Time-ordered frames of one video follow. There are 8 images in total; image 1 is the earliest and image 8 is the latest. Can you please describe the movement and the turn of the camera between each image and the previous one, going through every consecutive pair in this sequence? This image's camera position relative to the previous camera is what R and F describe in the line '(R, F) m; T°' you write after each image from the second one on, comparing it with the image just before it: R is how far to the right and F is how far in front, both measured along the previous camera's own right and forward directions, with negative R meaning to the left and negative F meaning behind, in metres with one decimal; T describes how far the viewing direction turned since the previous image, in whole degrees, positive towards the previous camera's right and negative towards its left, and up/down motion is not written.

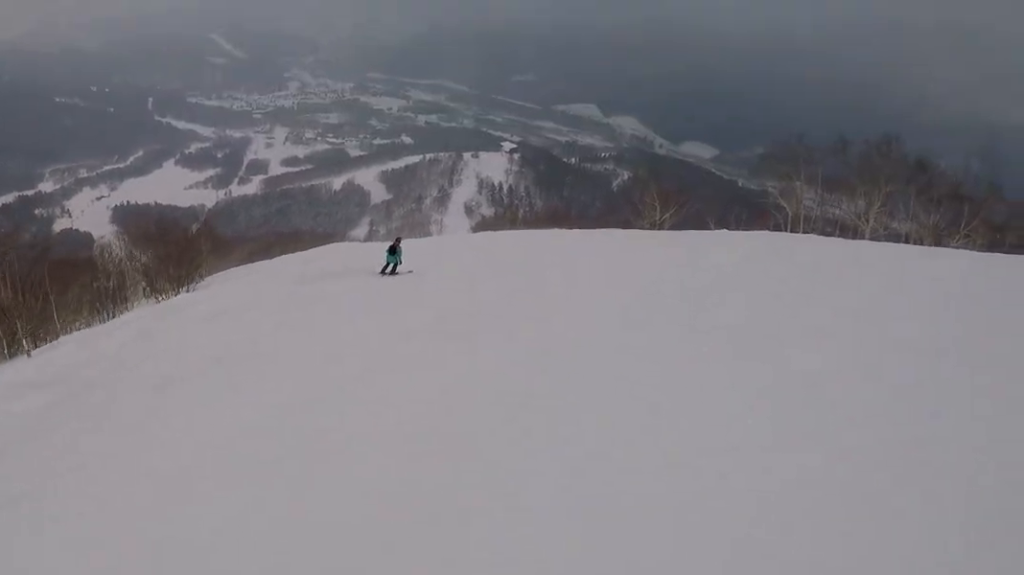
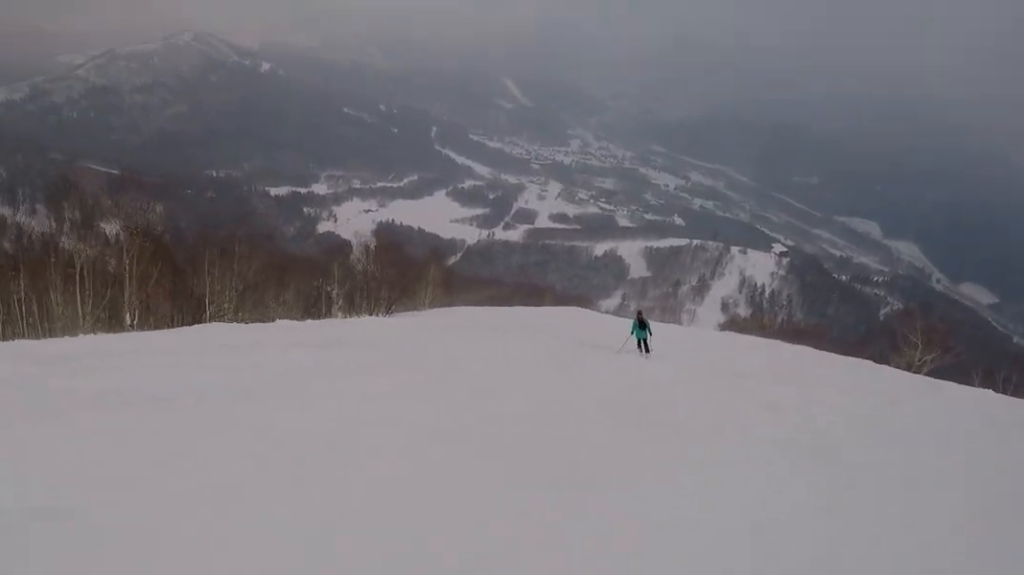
(-0.1, +3.8) m; -12°
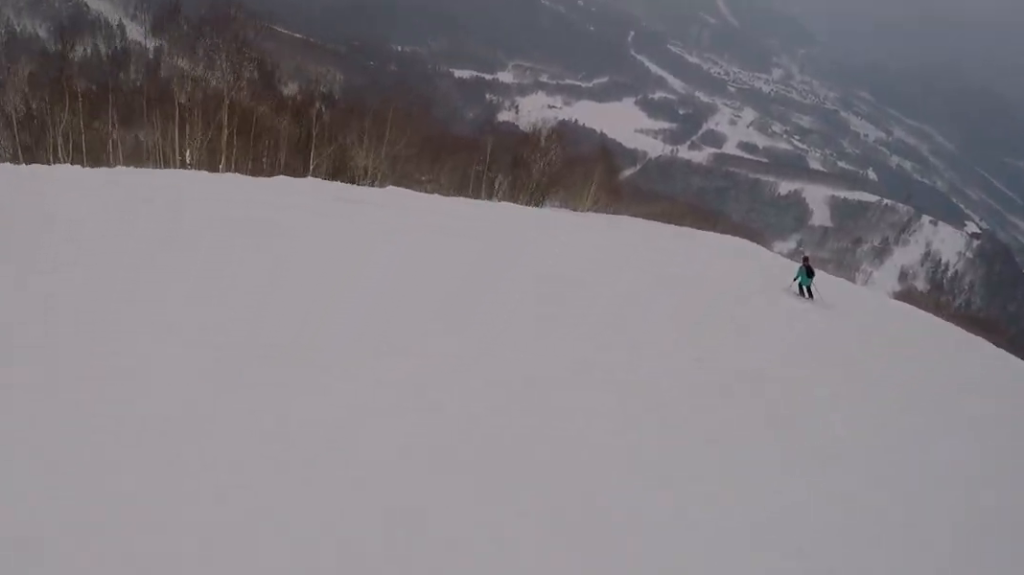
(-0.1, +2.7) m; -12°
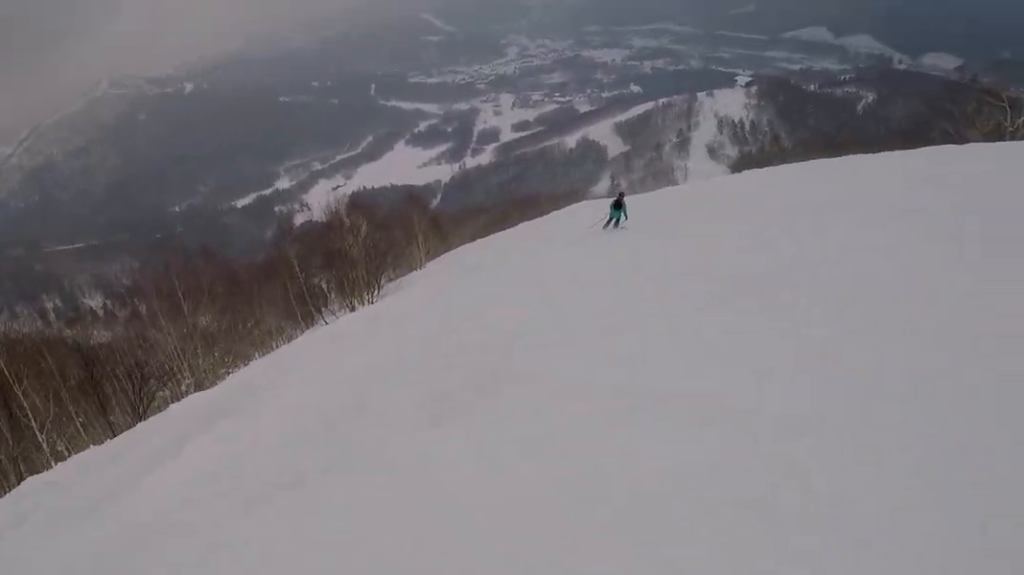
(-0.1, +6.9) m; +22°
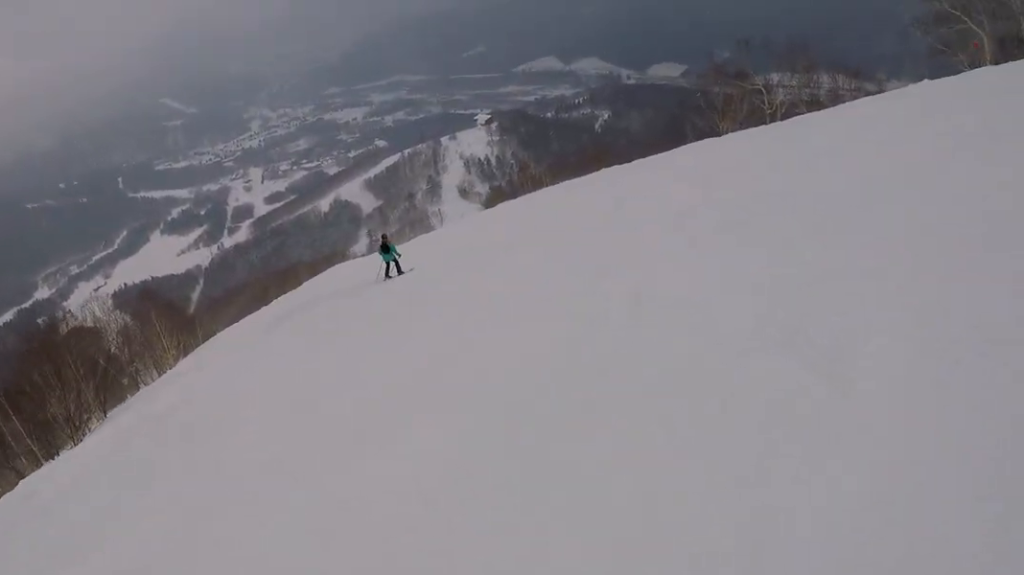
(+1.5, +4.6) m; +9°
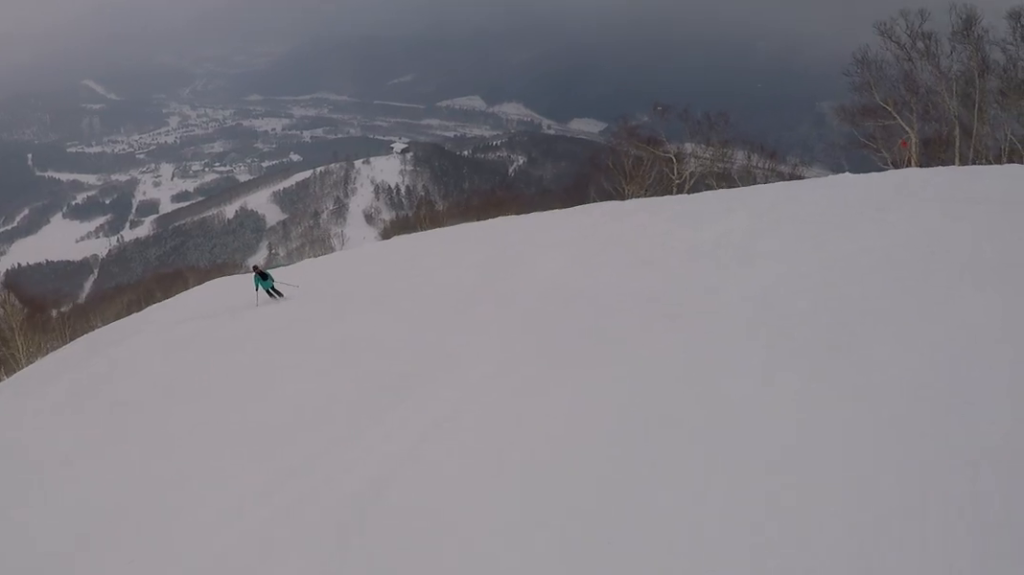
(-0.2, +3.0) m; -11°
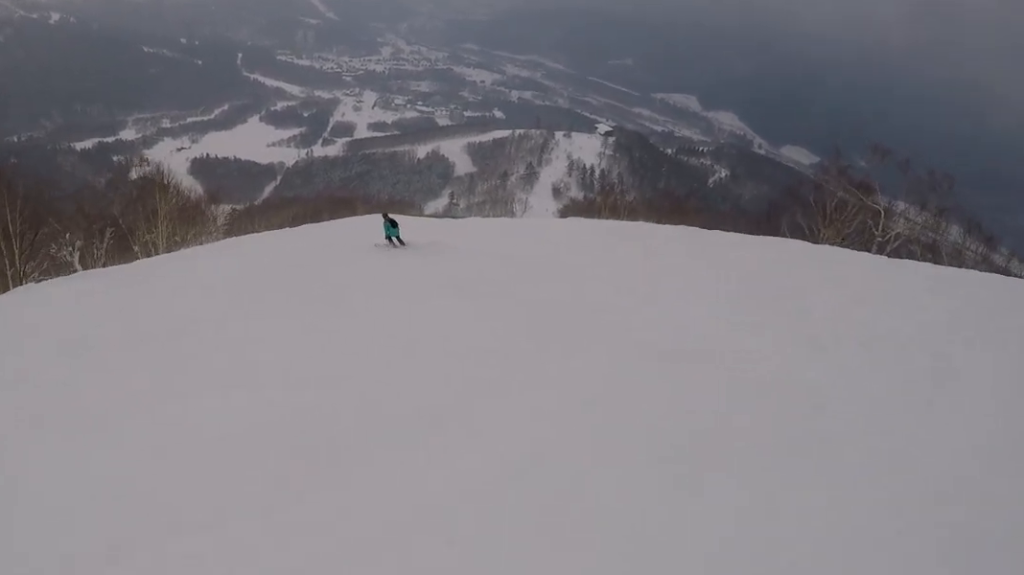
(-0.3, +2.8) m; -8°
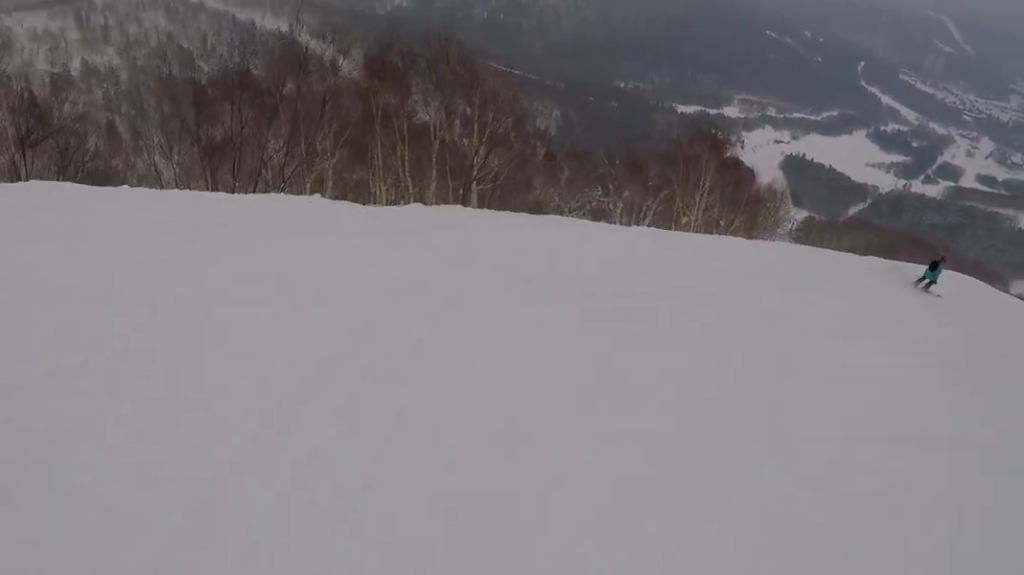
(-1.5, +8.9) m; -17°
